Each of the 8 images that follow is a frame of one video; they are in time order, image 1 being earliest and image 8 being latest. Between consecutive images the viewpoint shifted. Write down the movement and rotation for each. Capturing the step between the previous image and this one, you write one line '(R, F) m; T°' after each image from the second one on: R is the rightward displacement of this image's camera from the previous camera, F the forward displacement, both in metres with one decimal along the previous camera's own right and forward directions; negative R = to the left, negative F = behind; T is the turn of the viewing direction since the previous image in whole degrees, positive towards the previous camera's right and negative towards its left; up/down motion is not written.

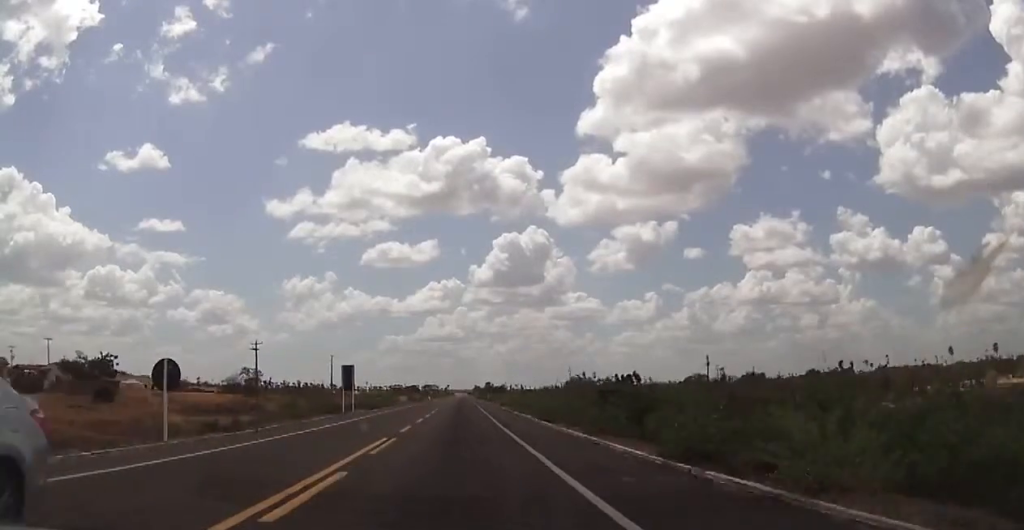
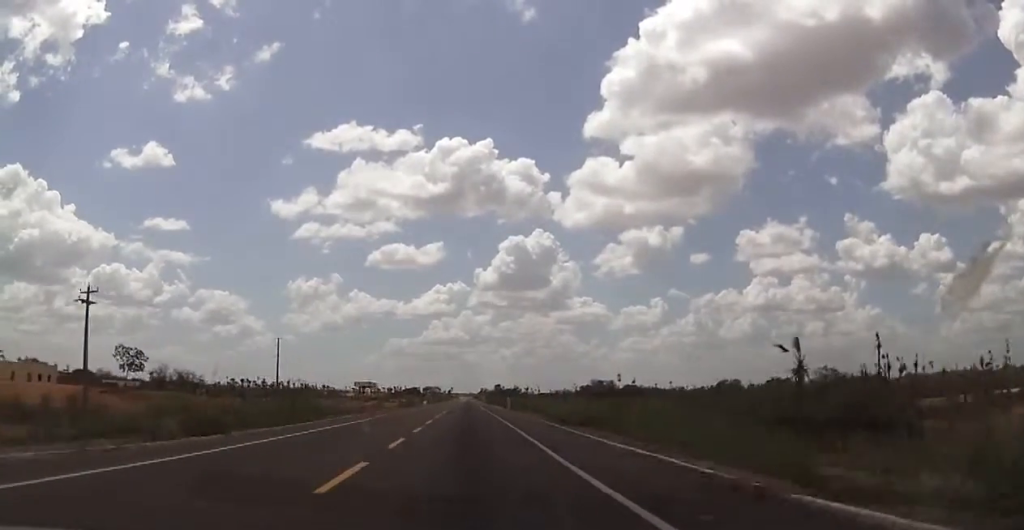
(+0.1, +41.8) m; 0°
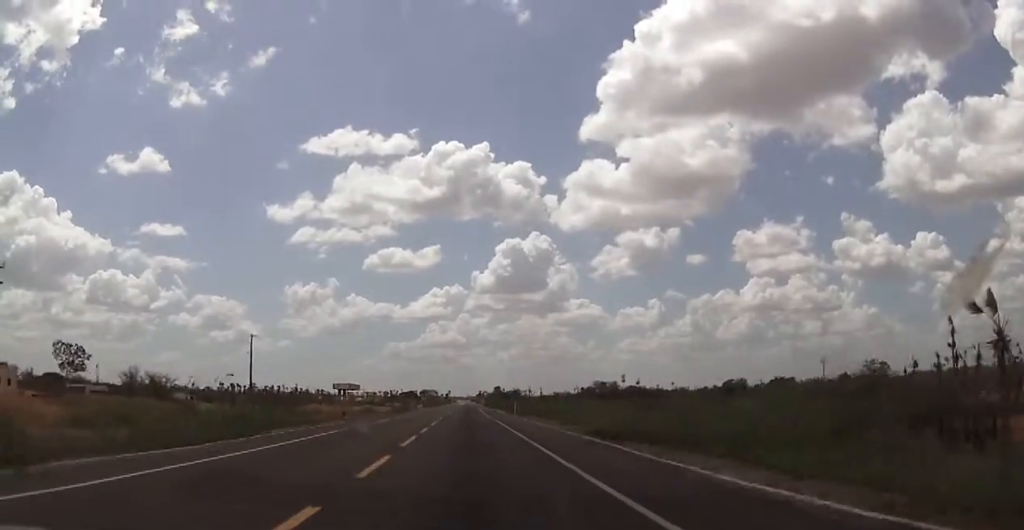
(+0.1, +10.7) m; 0°
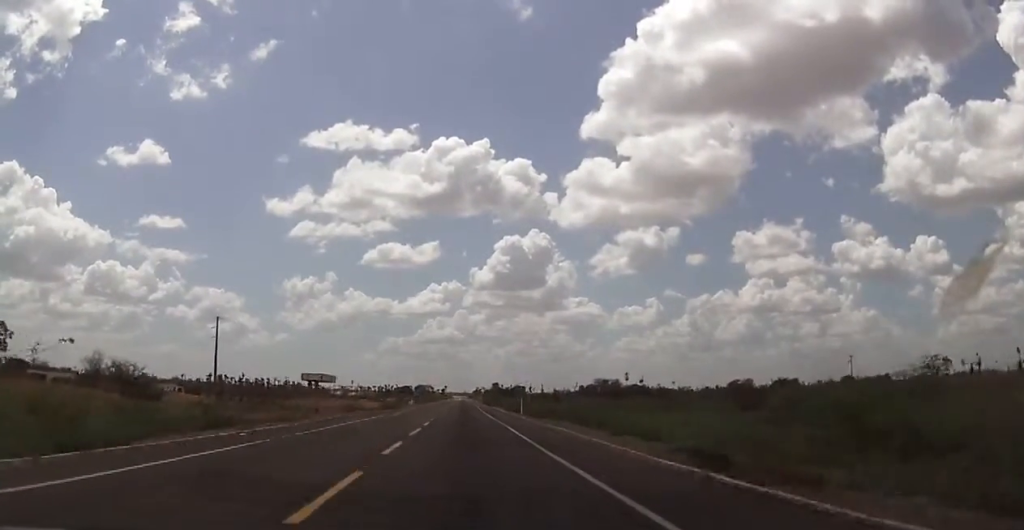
(-0.2, +11.0) m; 0°
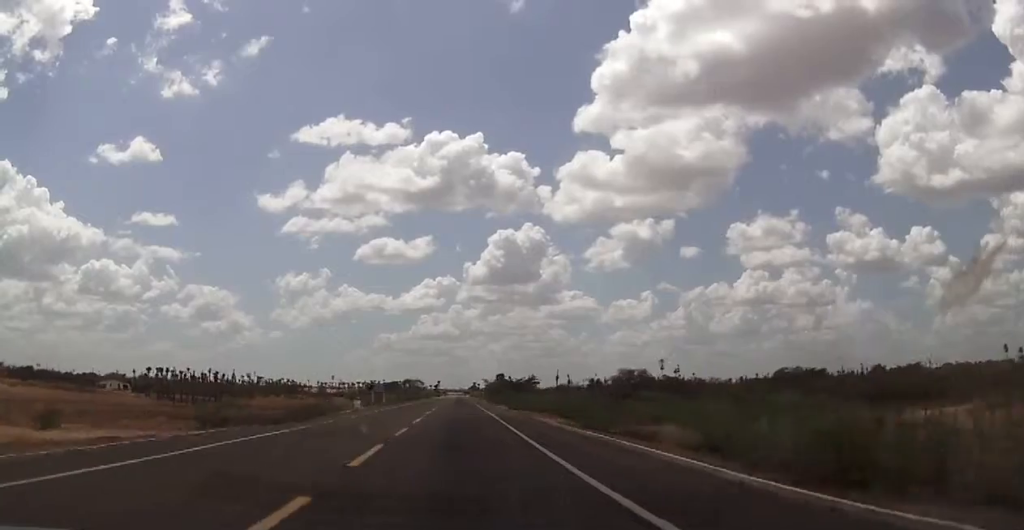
(+0.2, +52.7) m; +1°
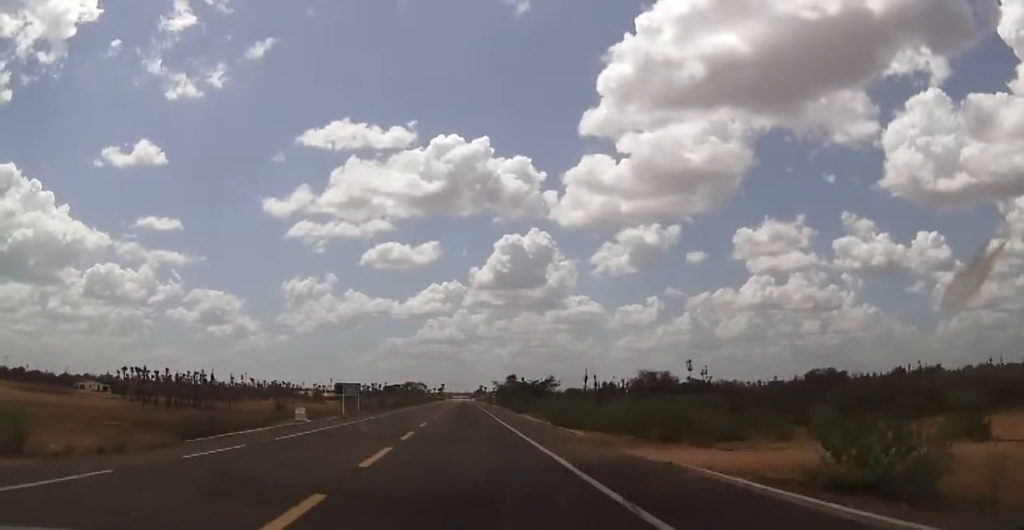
(+0.1, +21.1) m; 0°
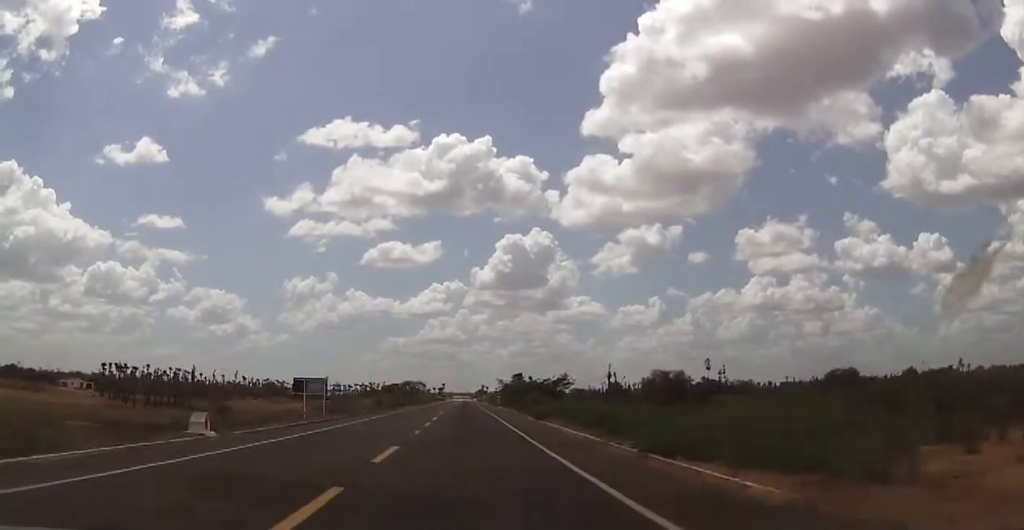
(+0.2, +13.7) m; 0°
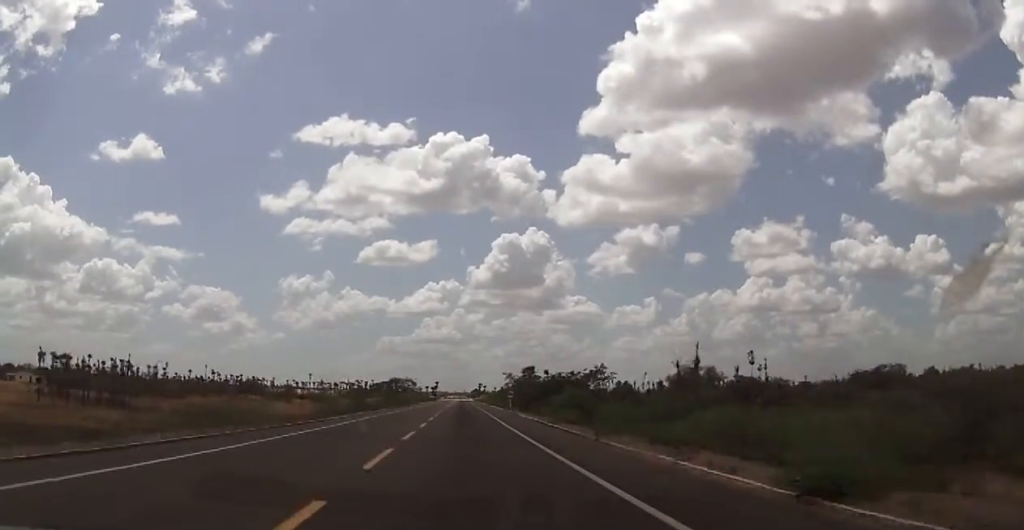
(-0.4, +30.9) m; -1°
